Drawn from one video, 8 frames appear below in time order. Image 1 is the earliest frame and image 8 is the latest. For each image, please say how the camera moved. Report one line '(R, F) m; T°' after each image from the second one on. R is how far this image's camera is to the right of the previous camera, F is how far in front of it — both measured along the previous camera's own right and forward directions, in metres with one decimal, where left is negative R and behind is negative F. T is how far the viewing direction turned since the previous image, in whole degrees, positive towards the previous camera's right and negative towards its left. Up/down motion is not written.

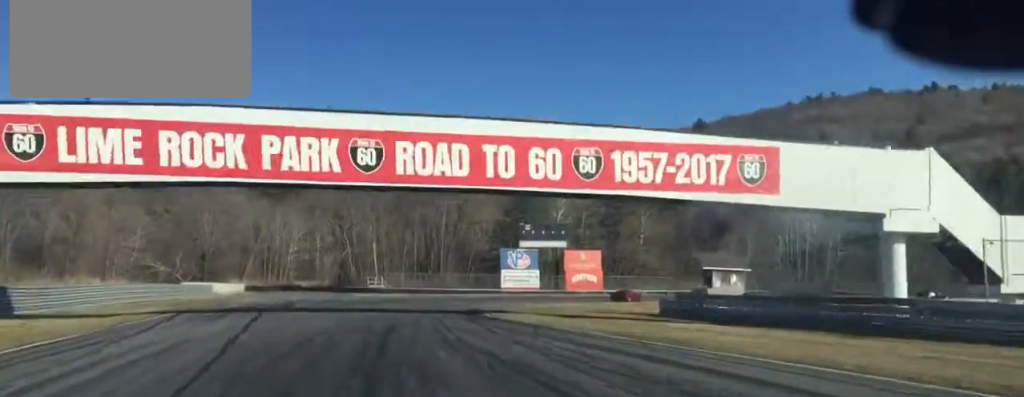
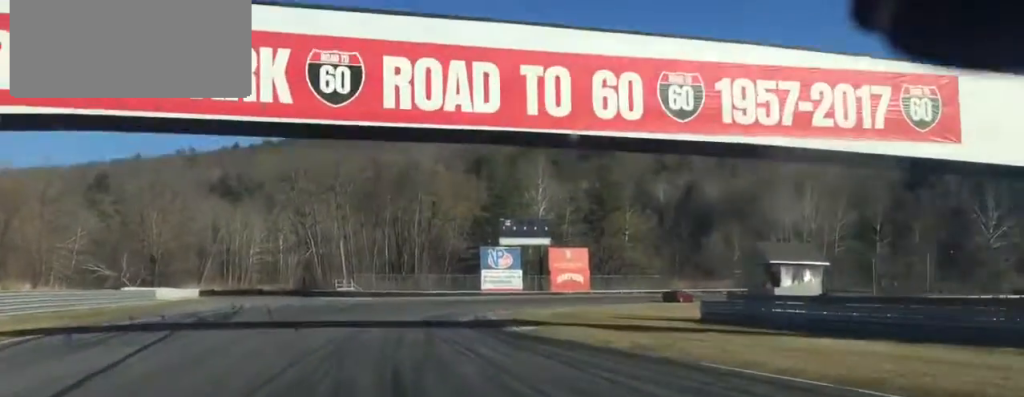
(-0.3, +10.2) m; +3°
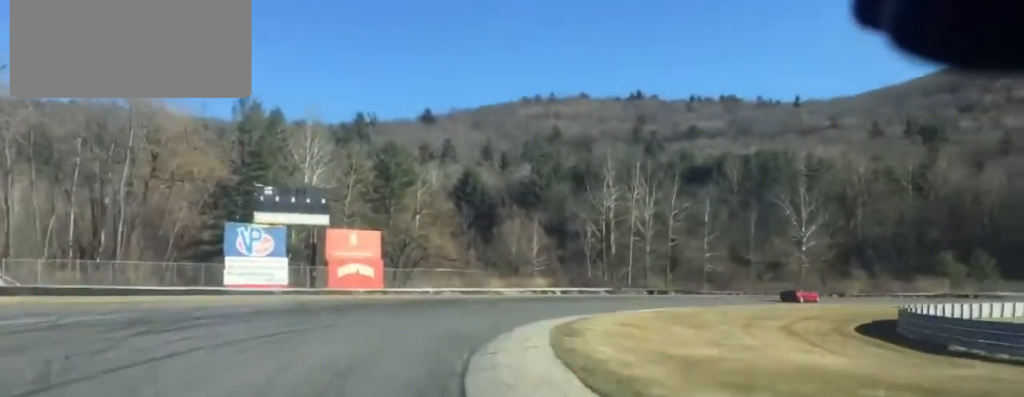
(+4.6, +40.1) m; +13°
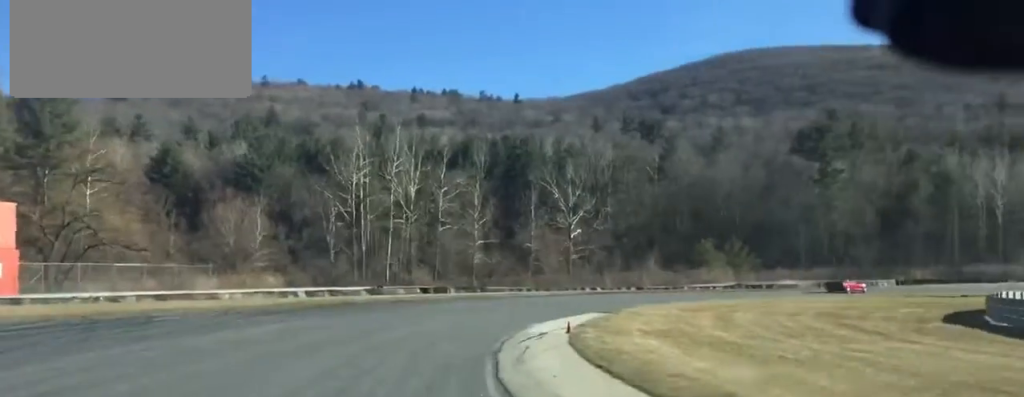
(+4.1, +35.5) m; +18°
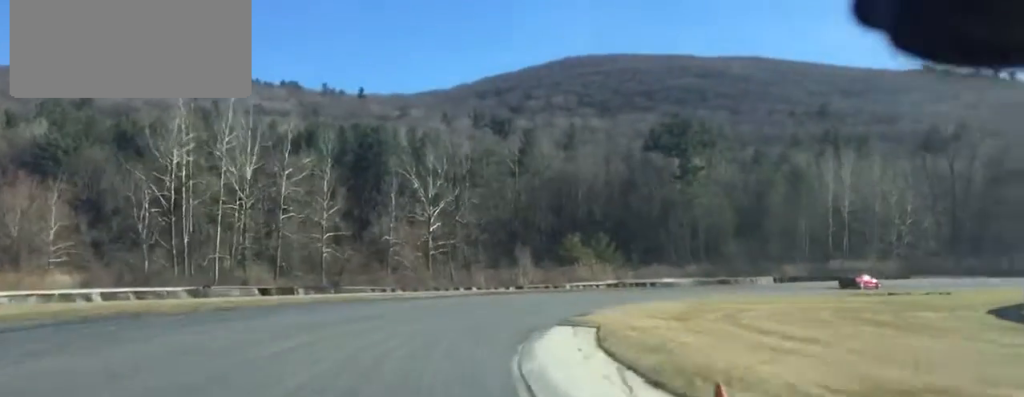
(+1.4, +17.2) m; +11°
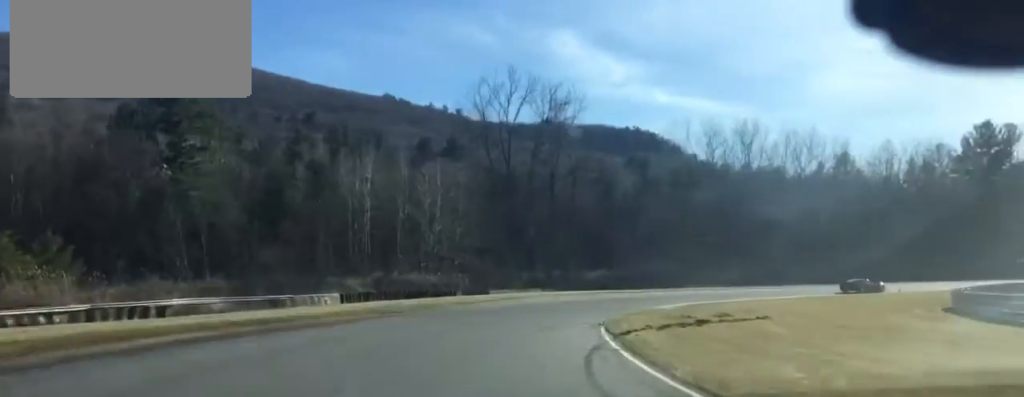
(+13.0, +44.9) m; +37°
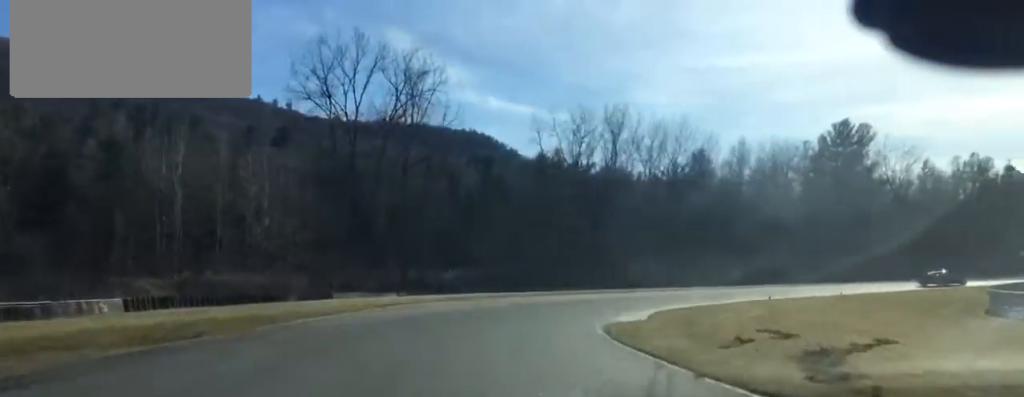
(+3.9, +18.6) m; +16°
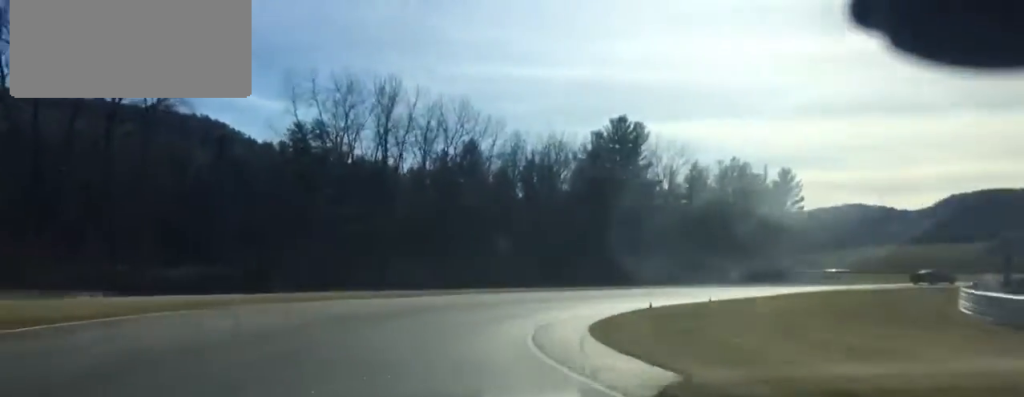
(+1.8, +19.4) m; +13°
